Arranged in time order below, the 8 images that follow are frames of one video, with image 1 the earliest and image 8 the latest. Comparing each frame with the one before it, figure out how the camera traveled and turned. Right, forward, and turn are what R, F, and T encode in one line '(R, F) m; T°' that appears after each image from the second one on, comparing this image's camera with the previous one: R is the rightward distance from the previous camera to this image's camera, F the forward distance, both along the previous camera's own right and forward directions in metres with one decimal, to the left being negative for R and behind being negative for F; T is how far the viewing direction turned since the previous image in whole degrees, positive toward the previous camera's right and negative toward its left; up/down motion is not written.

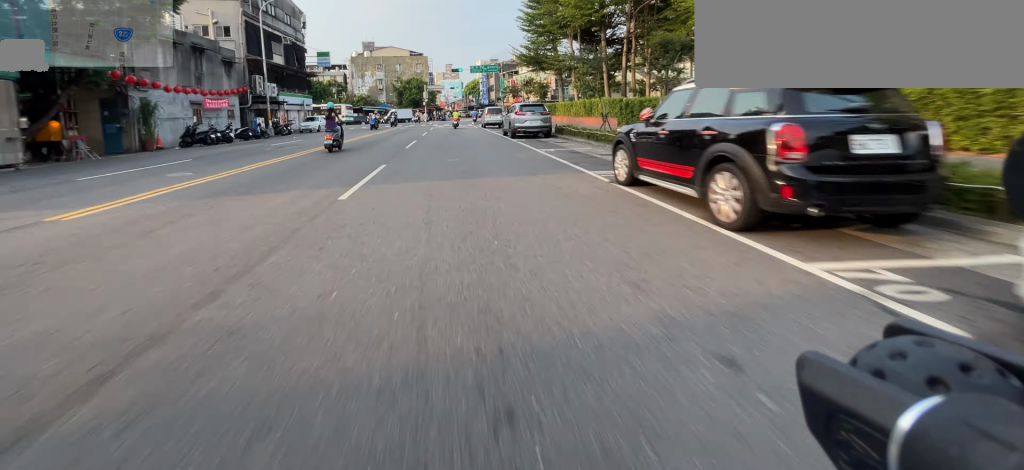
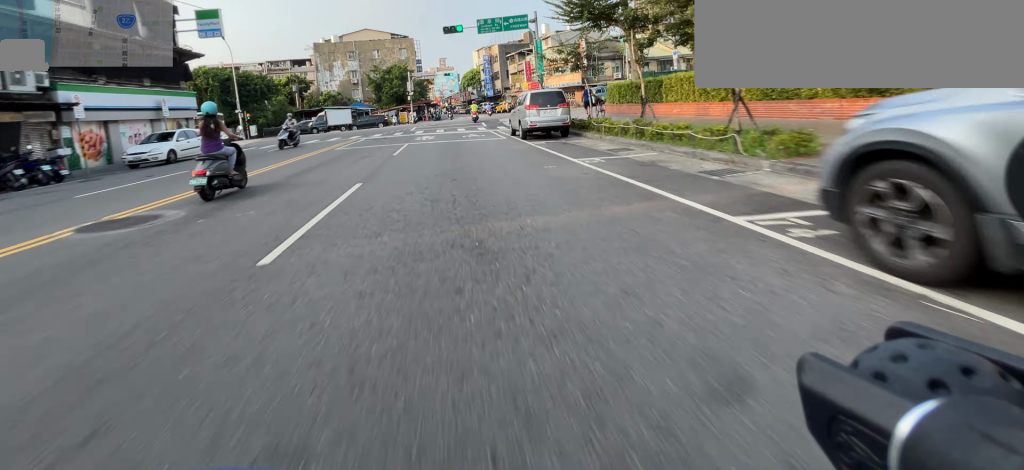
(0.0, +20.0) m; 0°
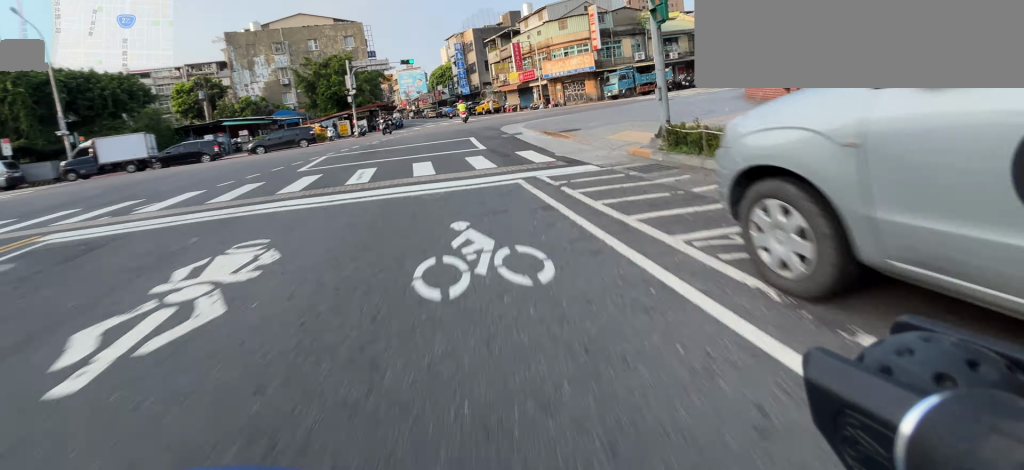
(0.0, +16.8) m; +1°
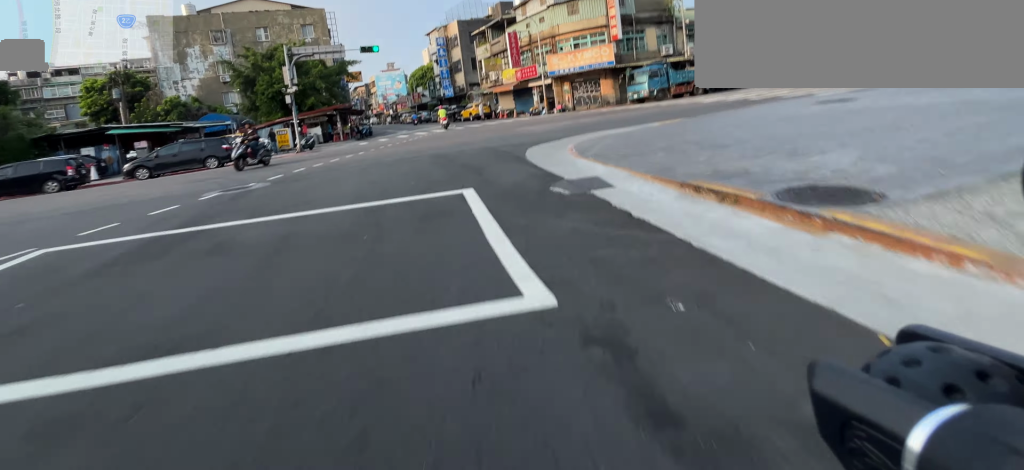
(-0.2, +9.1) m; +3°
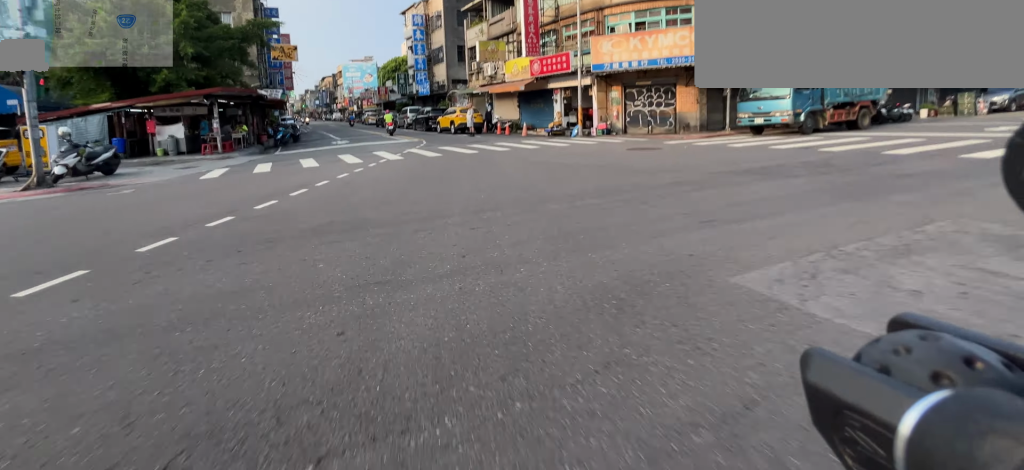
(+1.0, +14.3) m; +4°
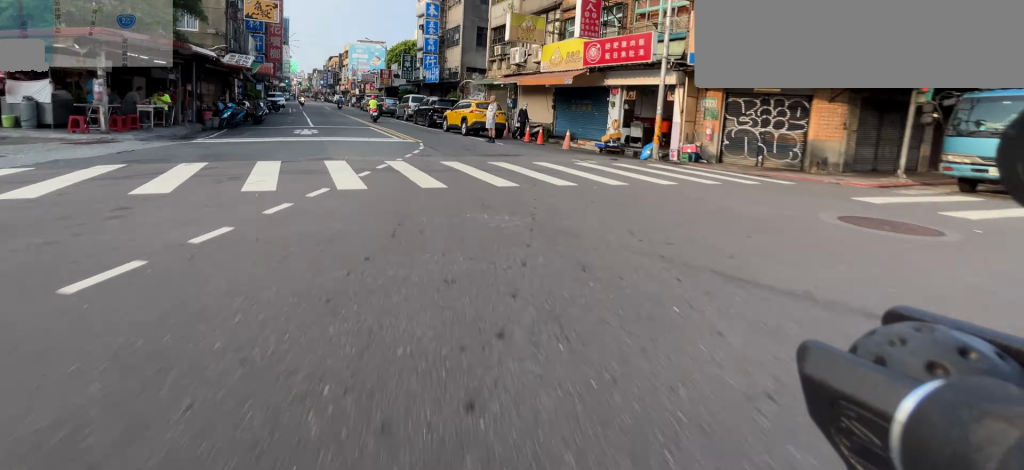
(0.0, +7.2) m; +2°
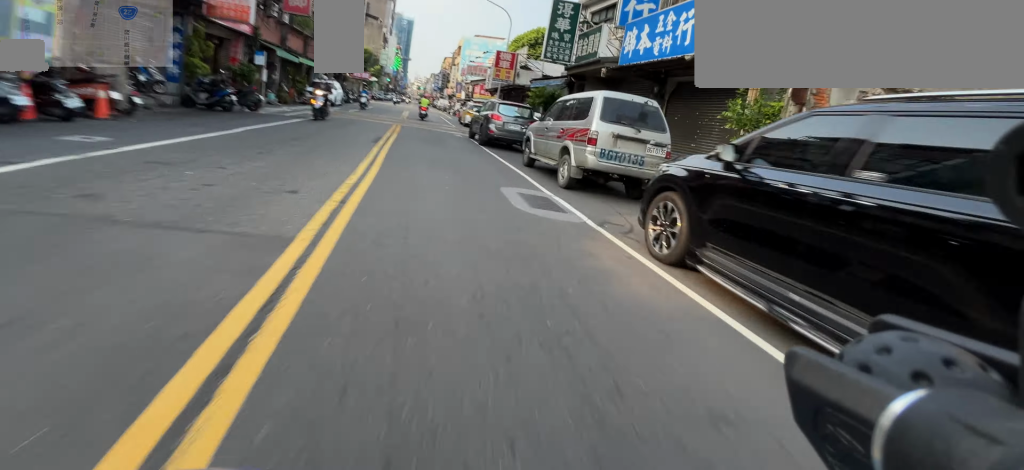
(-1.7, +23.4) m; -16°
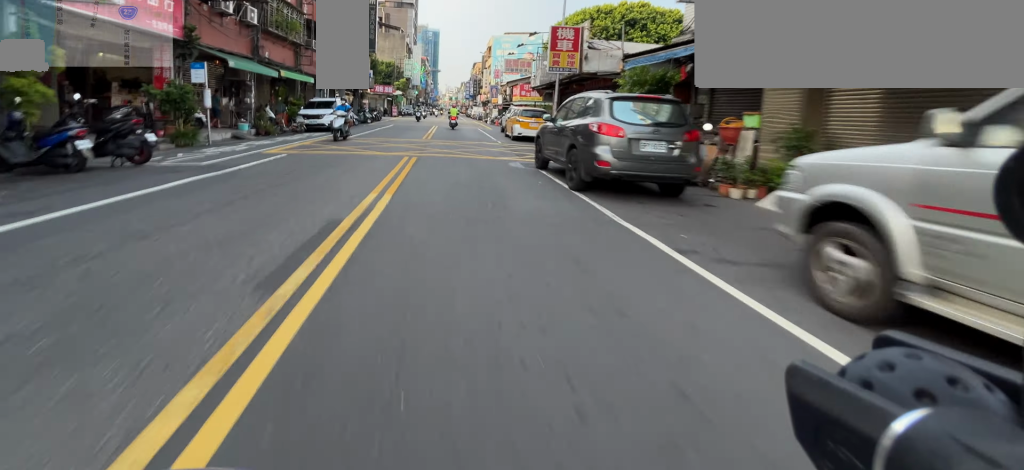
(-1.0, +8.0) m; -7°
